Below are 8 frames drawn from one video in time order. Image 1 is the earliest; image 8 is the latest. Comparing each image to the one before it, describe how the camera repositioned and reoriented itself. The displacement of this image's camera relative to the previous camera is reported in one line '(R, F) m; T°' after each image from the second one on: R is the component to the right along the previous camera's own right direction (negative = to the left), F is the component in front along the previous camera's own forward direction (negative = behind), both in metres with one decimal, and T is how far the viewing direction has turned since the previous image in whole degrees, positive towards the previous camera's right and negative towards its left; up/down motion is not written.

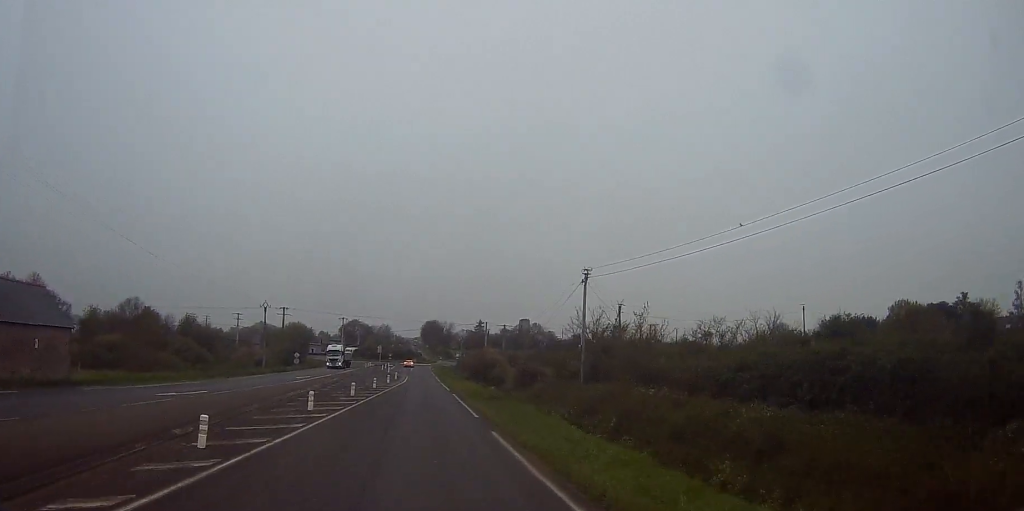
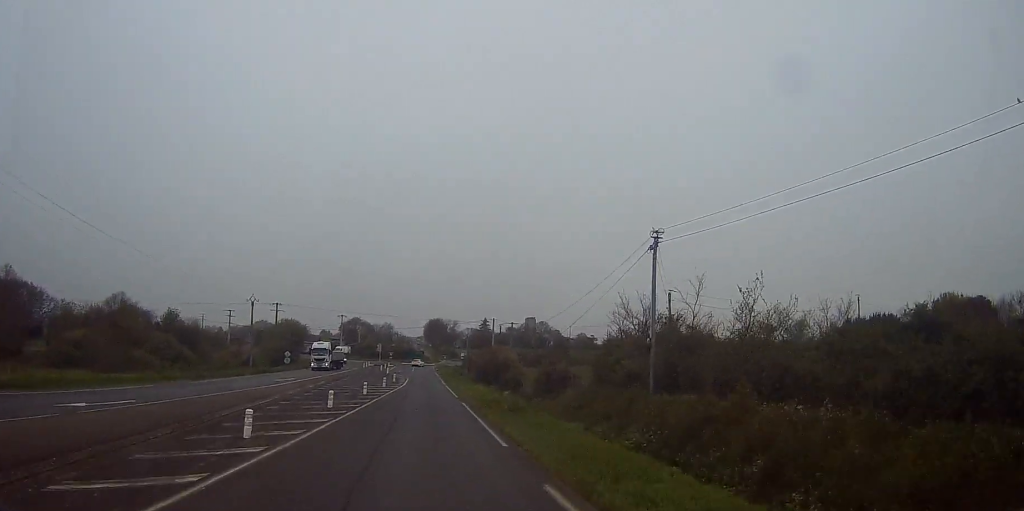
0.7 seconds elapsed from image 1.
(+0.1, +9.9) m; 0°
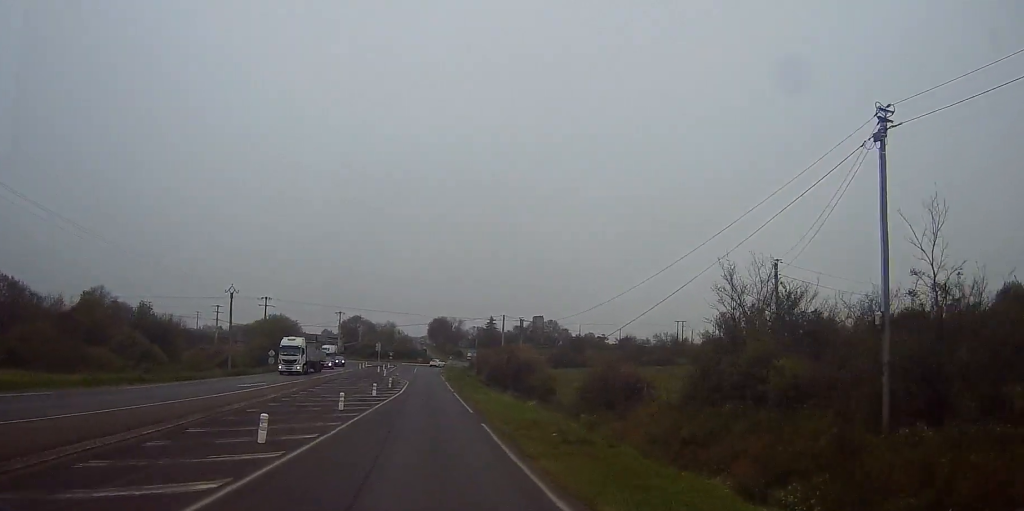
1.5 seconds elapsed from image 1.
(-0.4, +12.6) m; -1°
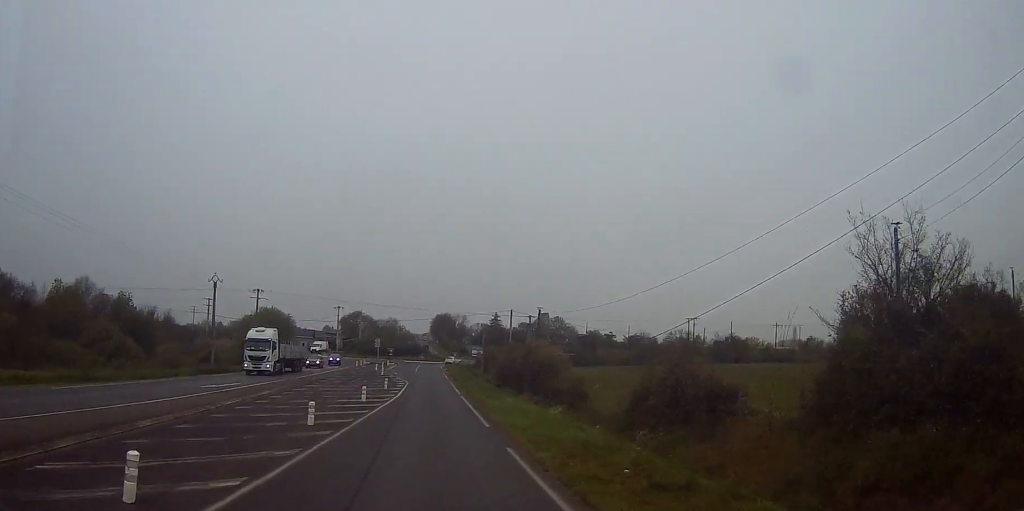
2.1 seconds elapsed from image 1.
(0.0, +8.1) m; +1°
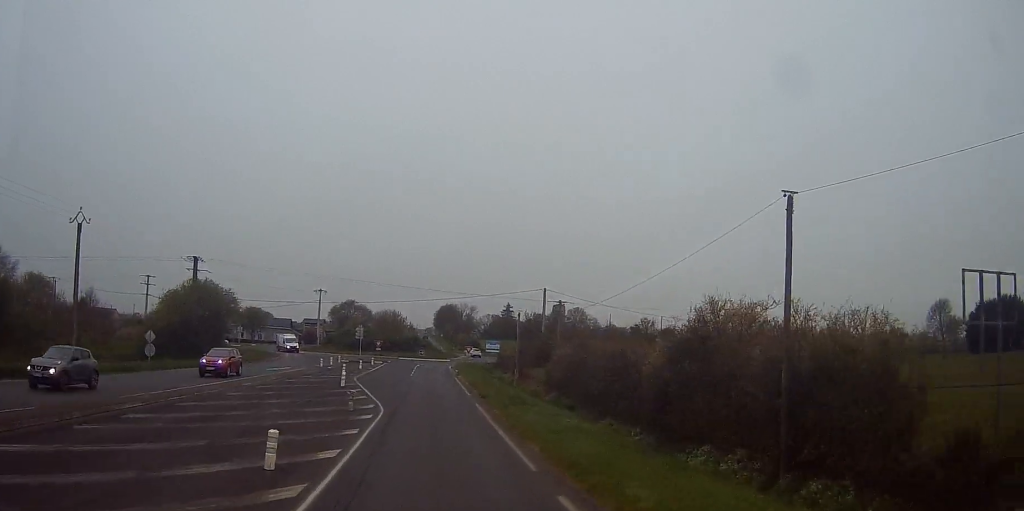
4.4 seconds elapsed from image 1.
(+0.4, +33.6) m; -1°
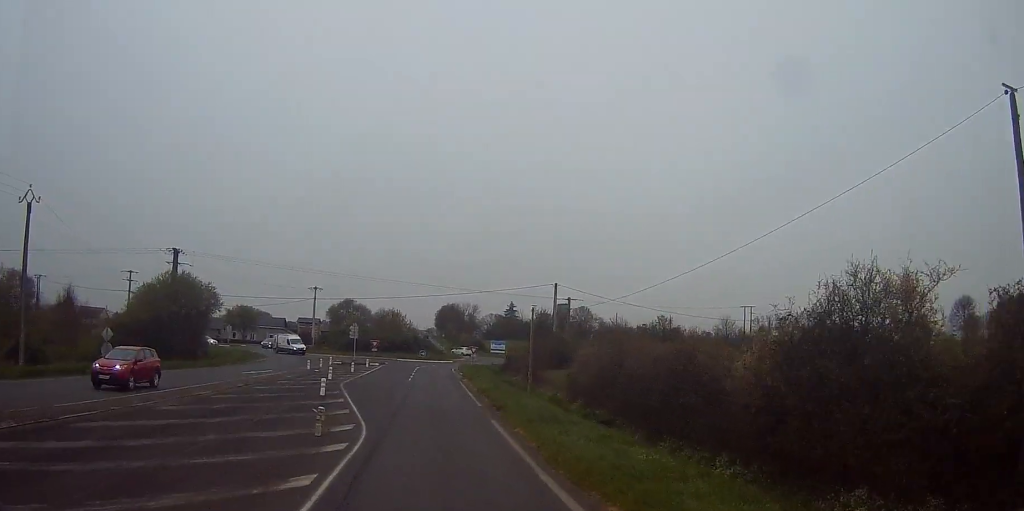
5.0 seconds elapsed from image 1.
(0.0, +7.2) m; 0°
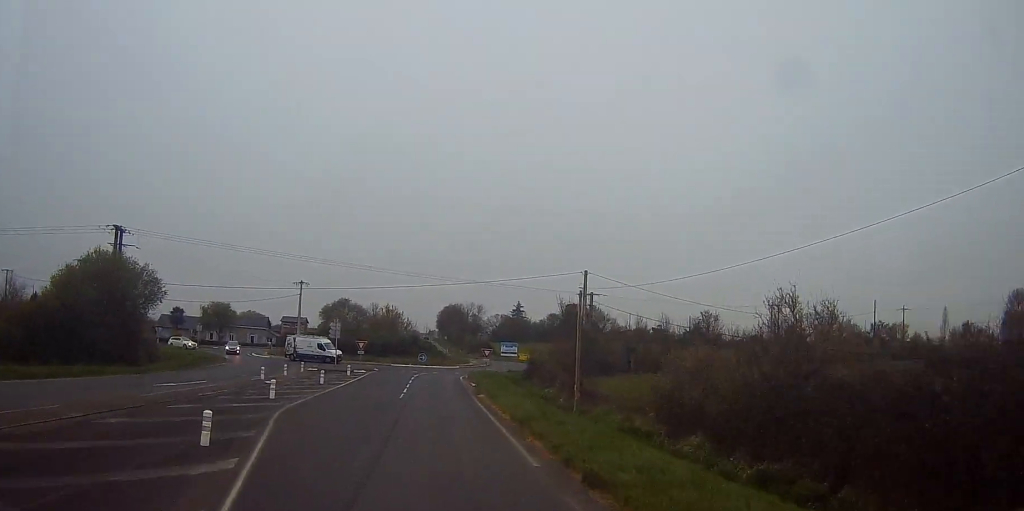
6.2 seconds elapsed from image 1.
(0.0, +15.9) m; -2°
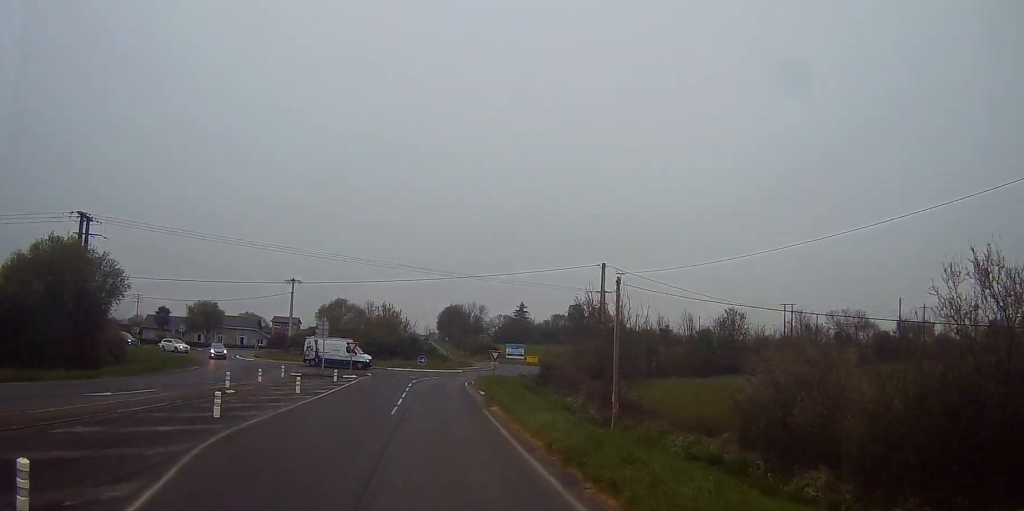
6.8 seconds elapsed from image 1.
(-0.1, +7.3) m; 0°
